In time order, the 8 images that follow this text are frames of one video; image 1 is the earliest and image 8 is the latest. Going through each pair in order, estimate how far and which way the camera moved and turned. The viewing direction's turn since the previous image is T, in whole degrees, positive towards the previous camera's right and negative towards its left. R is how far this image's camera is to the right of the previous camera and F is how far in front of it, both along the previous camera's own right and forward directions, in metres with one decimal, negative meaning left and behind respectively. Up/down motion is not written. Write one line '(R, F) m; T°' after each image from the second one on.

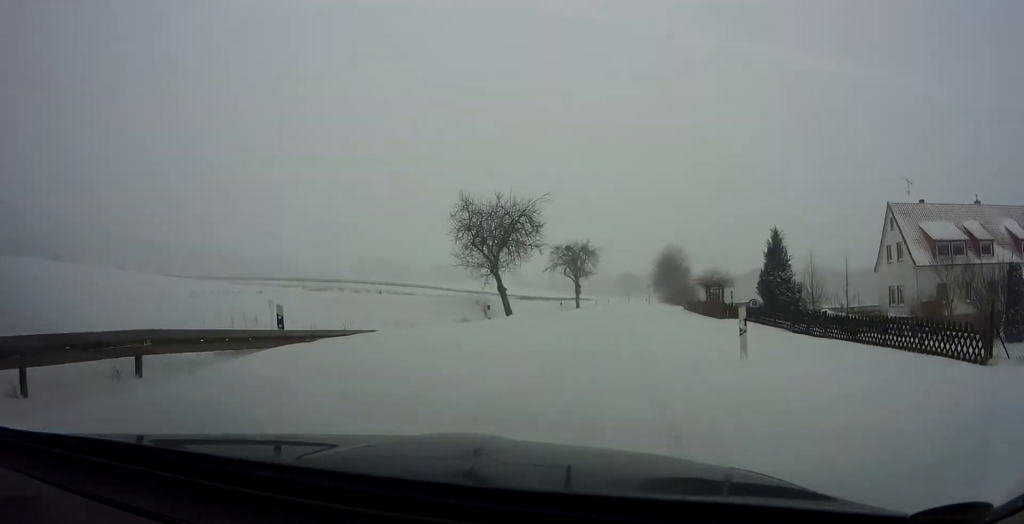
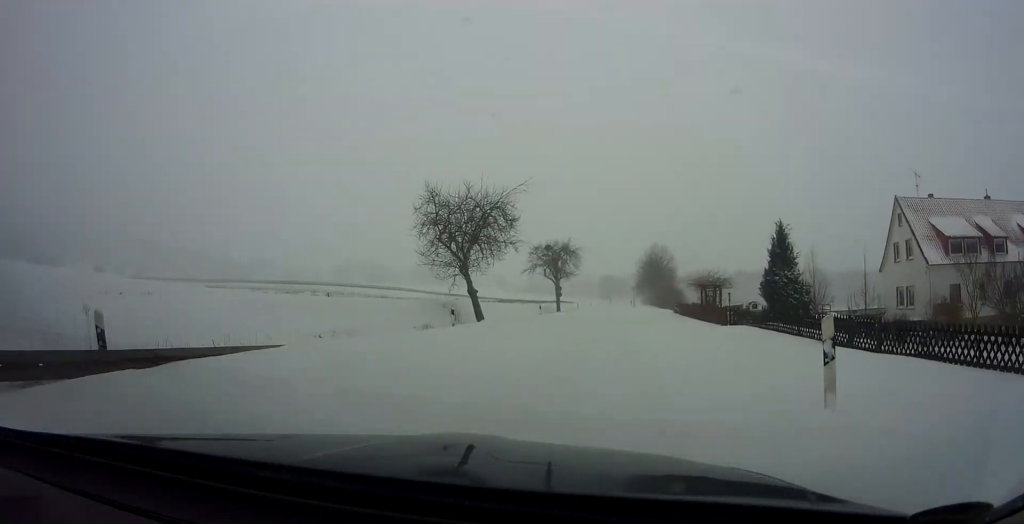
(0.0, +4.2) m; +3°
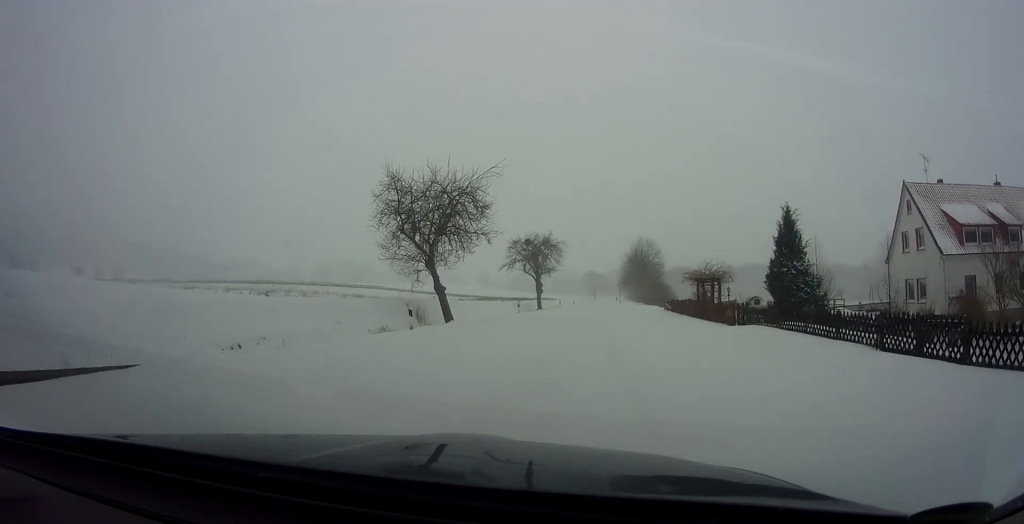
(+0.5, +3.9) m; +5°
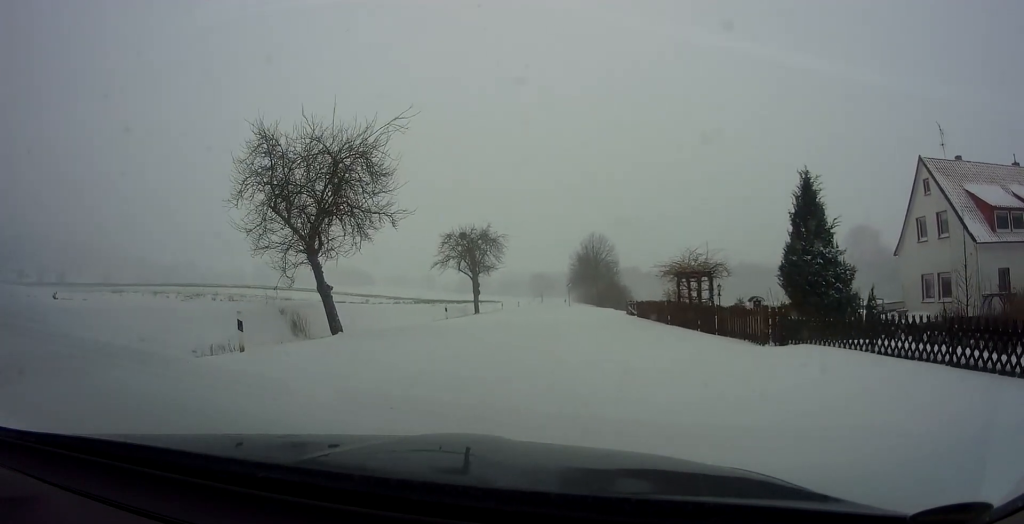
(+0.3, +9.0) m; +2°
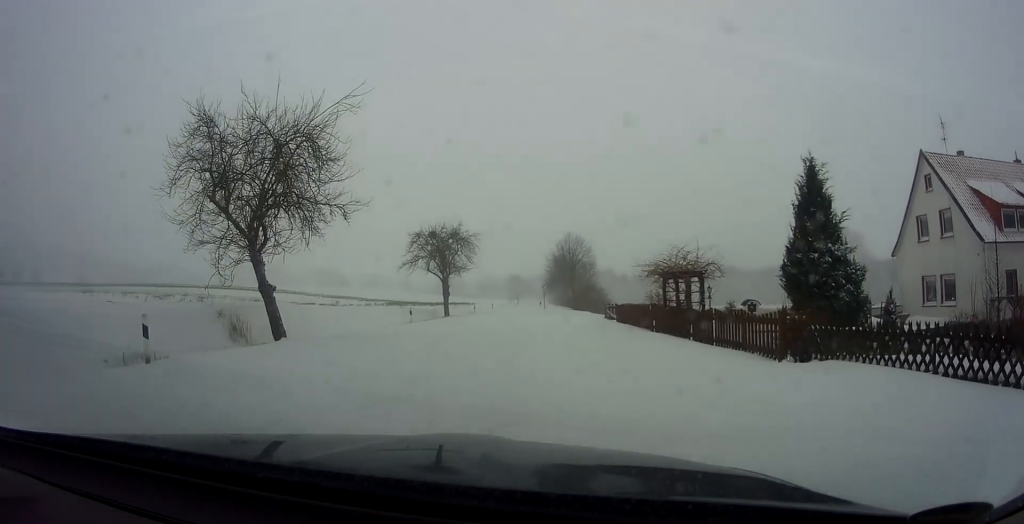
(0.0, +2.9) m; +1°
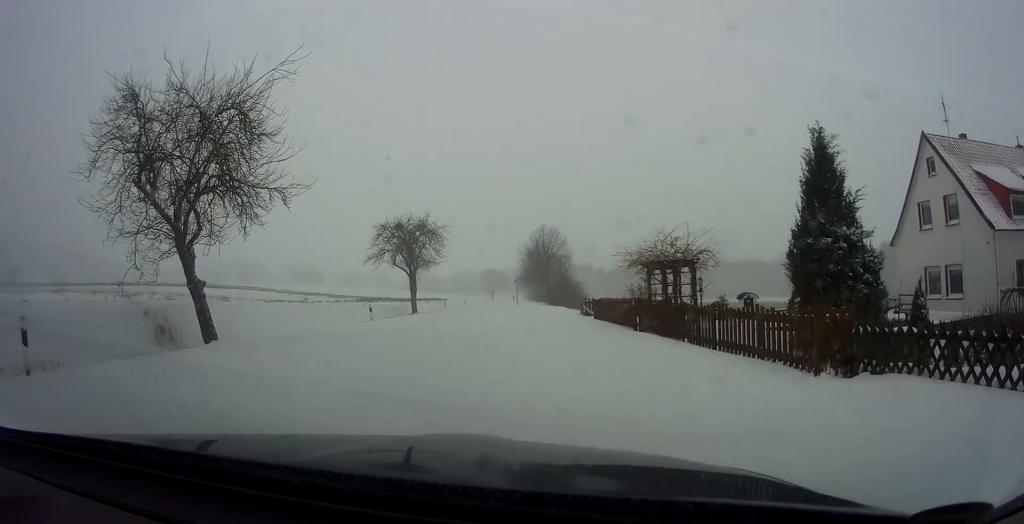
(+0.1, +2.7) m; +6°
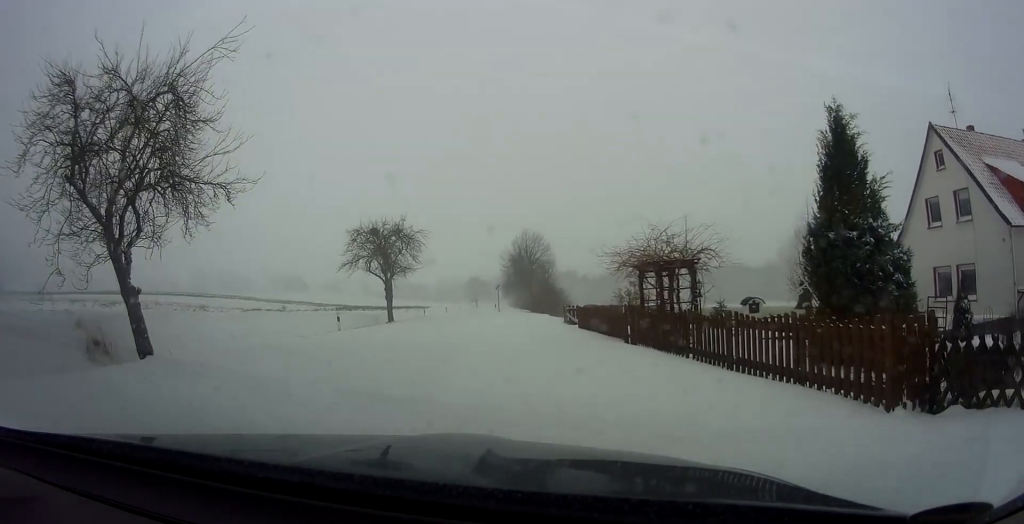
(+0.1, +2.4) m; +3°
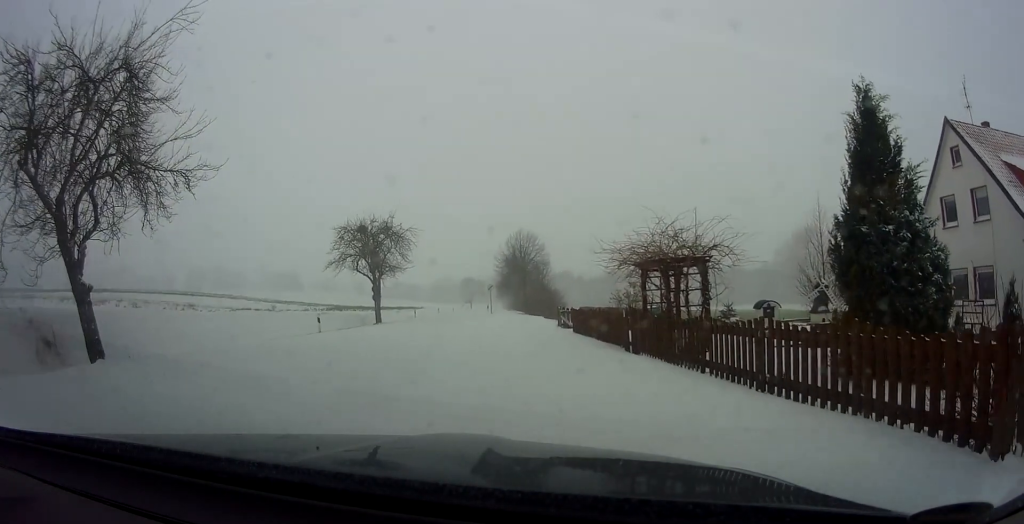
(+0.3, +1.7) m; -1°
